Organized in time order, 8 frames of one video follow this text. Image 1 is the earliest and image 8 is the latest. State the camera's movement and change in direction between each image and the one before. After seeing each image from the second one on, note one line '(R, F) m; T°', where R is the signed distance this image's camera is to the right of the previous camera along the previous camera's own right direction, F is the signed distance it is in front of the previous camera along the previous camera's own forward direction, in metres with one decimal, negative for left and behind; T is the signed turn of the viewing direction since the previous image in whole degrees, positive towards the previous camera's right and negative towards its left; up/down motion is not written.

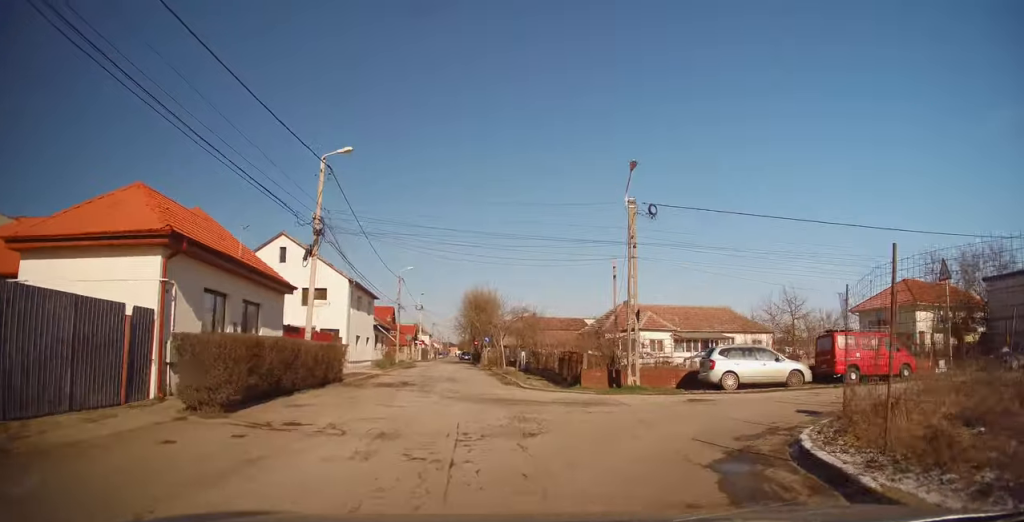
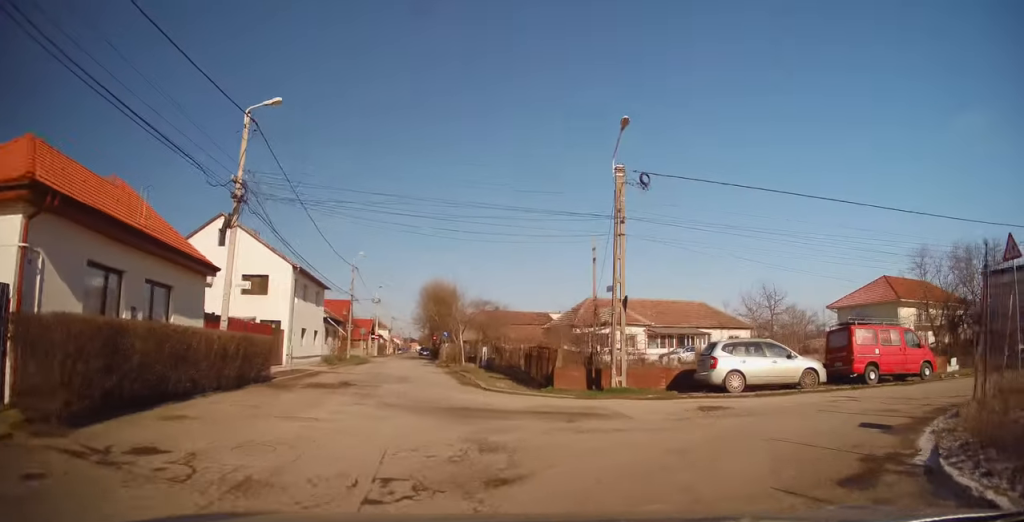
(-0.1, +4.2) m; +2°
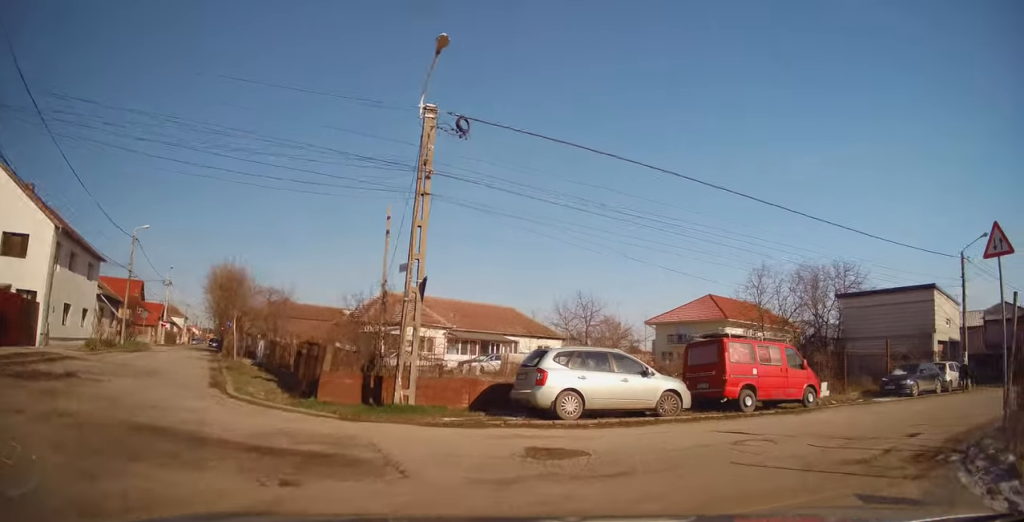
(+0.4, +5.9) m; +10°
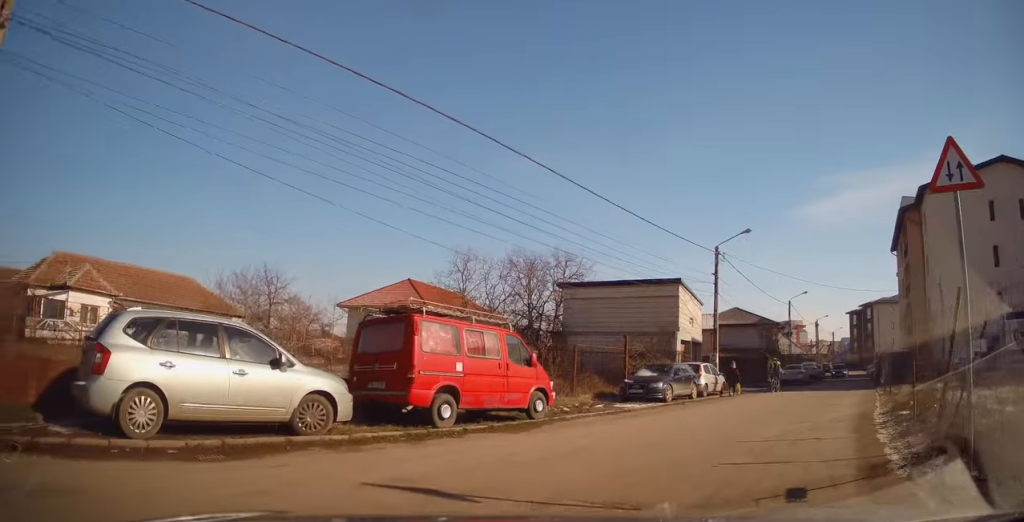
(+0.9, +5.8) m; +34°
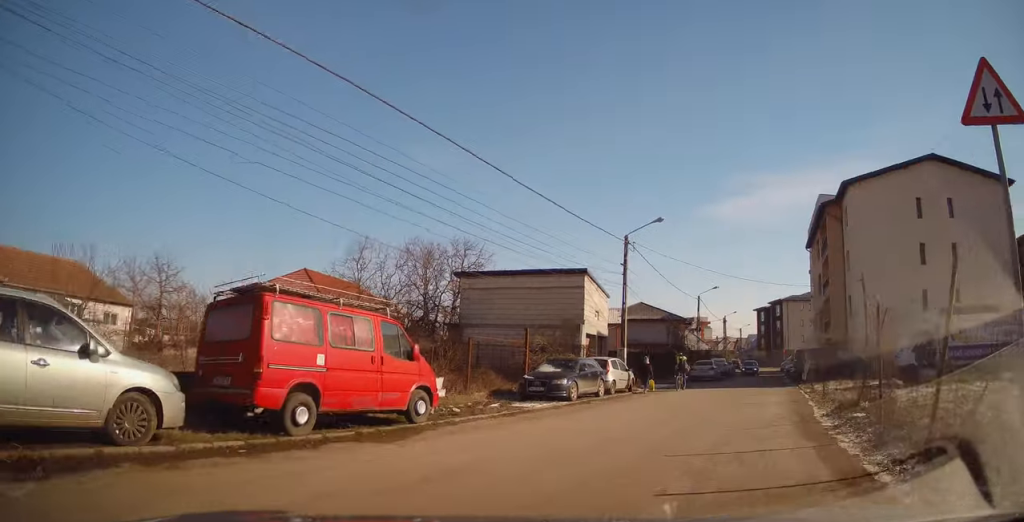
(+0.8, +1.9) m; +16°
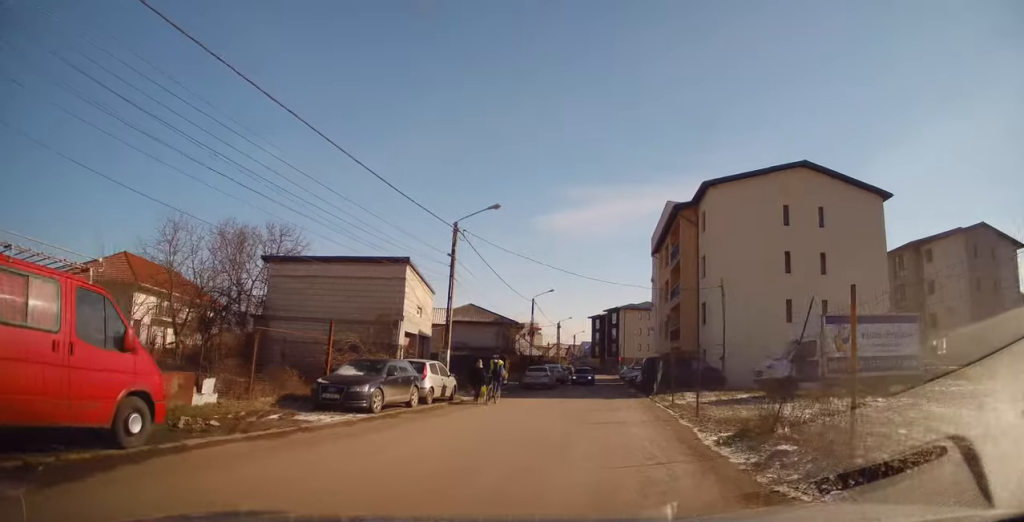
(+0.9, +3.3) m; +24°
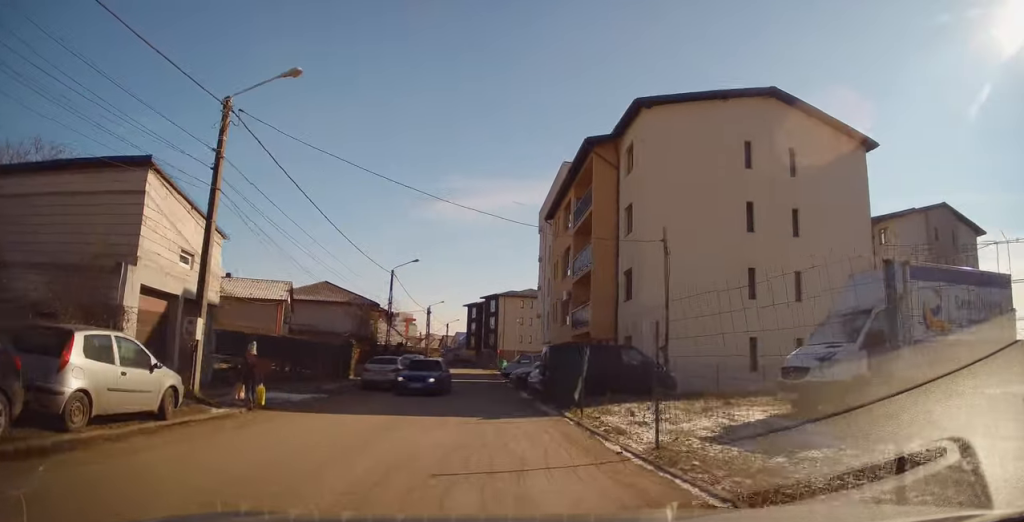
(+2.8, +11.0) m; +7°
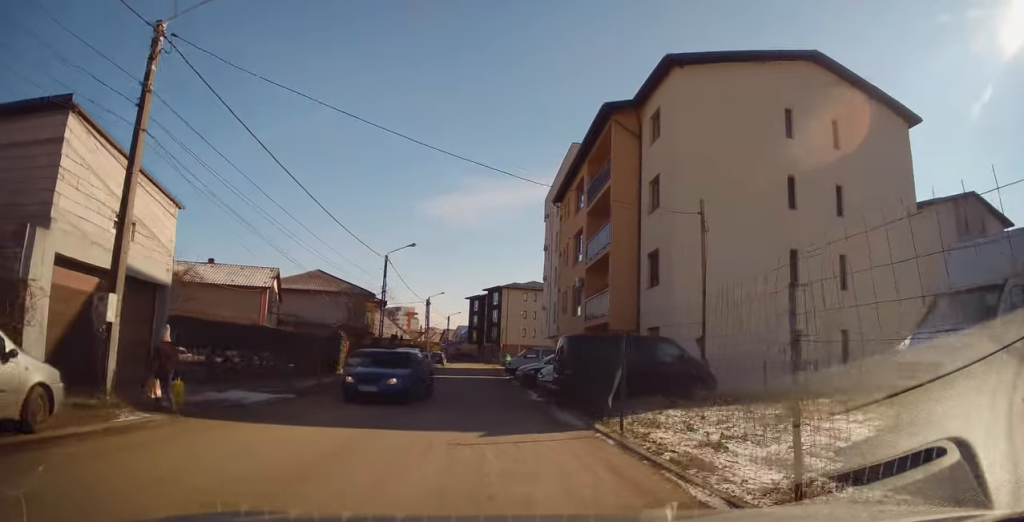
(-0.7, +4.5) m; -4°
